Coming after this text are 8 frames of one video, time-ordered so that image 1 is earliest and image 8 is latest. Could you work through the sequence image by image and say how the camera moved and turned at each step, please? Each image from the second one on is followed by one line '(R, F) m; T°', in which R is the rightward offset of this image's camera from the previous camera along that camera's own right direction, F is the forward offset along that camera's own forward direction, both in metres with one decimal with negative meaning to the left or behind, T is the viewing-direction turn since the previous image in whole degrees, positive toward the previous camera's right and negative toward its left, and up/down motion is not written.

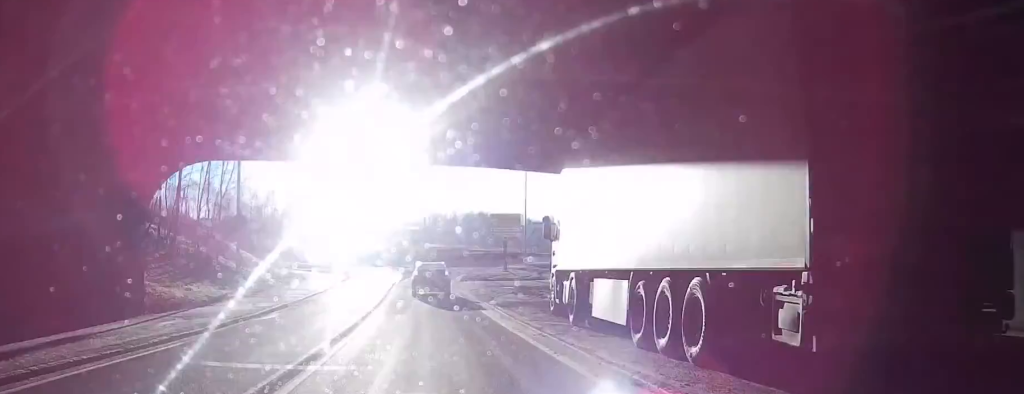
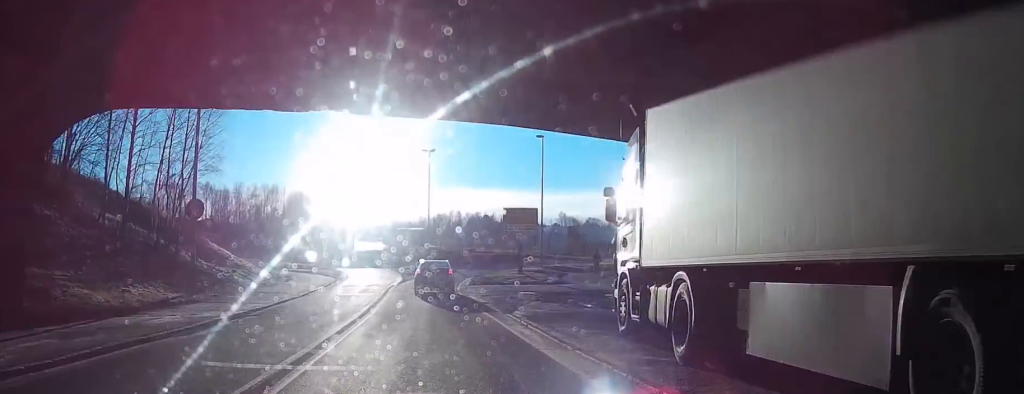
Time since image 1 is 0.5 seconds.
(0.0, +7.5) m; -1°
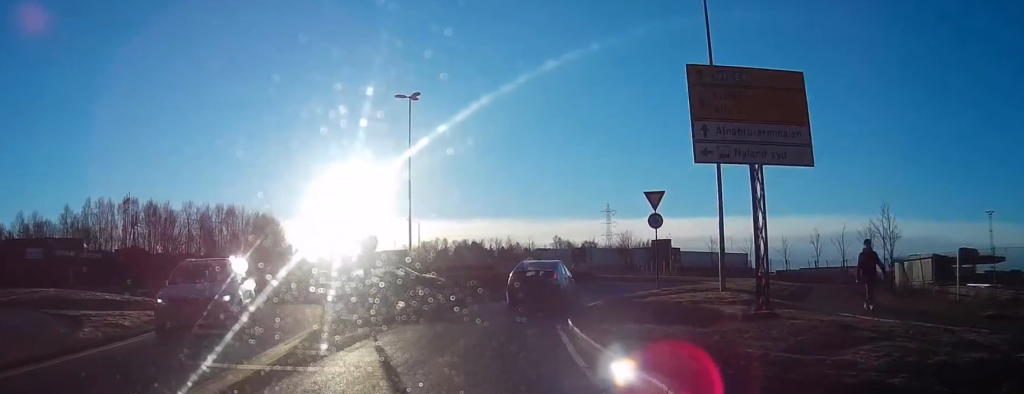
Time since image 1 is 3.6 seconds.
(-1.5, +39.3) m; -2°
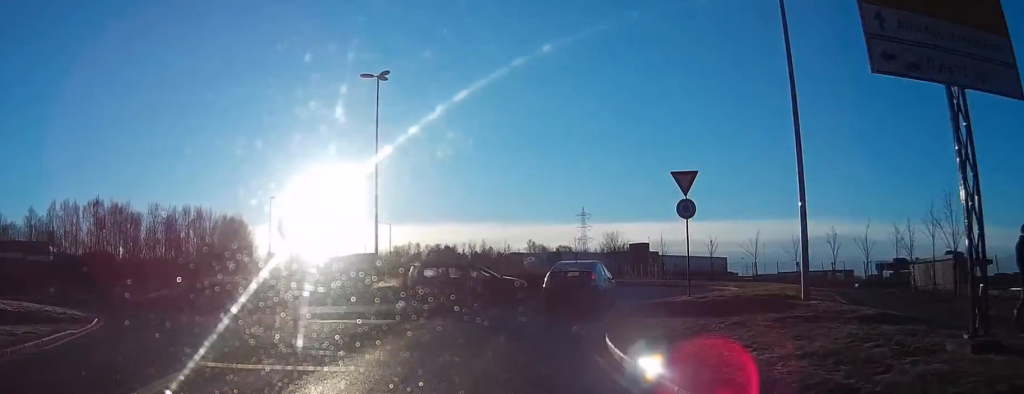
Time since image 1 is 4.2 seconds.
(0.0, +7.5) m; 0°
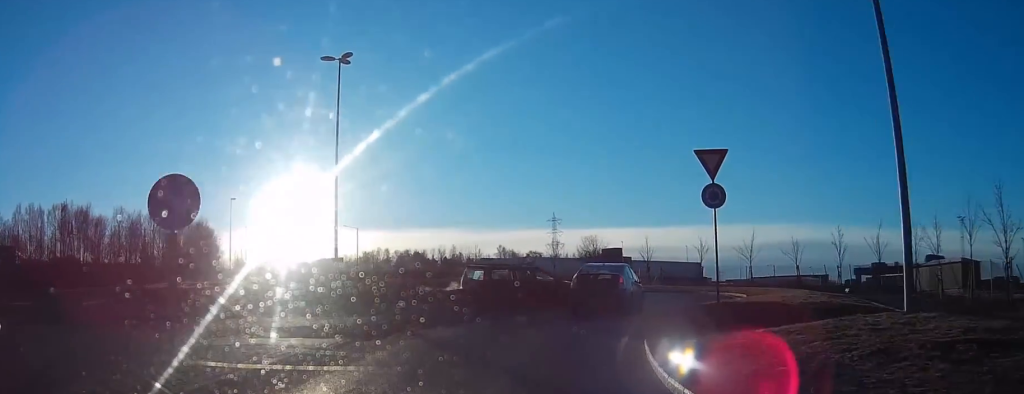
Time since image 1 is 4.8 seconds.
(0.0, +5.3) m; +2°
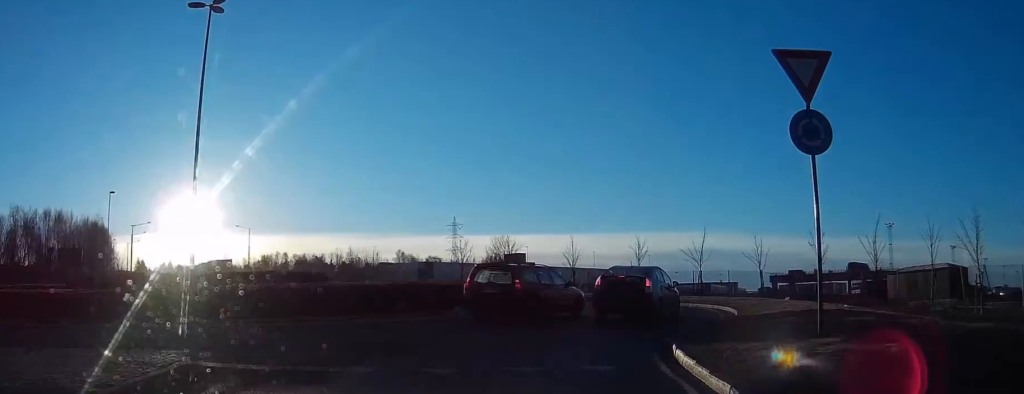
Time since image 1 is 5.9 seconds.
(+0.5, +9.8) m; +10°
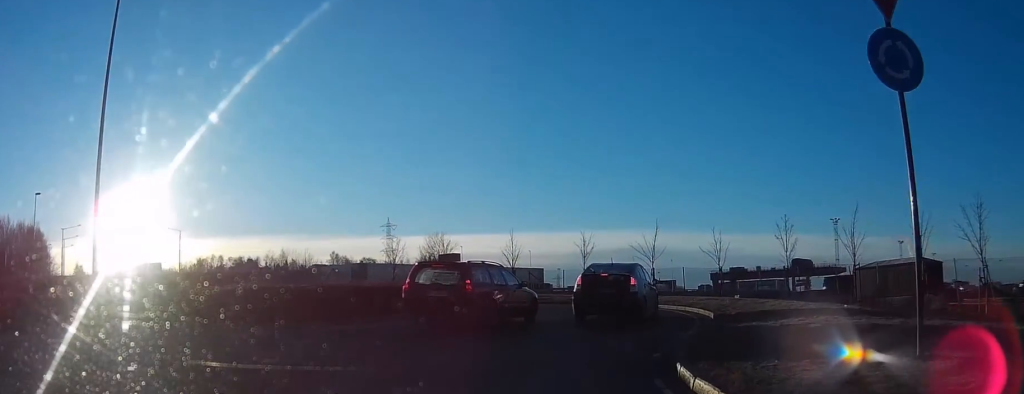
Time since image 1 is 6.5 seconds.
(+0.1, +4.1) m; +7°
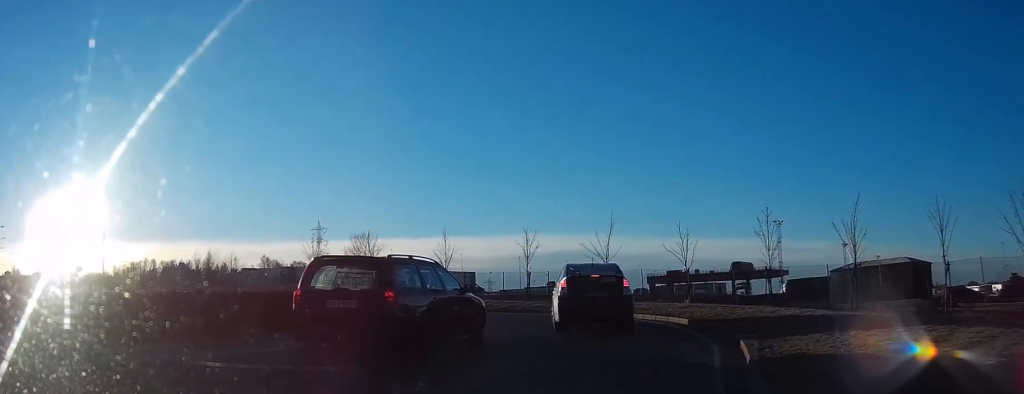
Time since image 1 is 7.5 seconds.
(+0.8, +5.8) m; +11°
